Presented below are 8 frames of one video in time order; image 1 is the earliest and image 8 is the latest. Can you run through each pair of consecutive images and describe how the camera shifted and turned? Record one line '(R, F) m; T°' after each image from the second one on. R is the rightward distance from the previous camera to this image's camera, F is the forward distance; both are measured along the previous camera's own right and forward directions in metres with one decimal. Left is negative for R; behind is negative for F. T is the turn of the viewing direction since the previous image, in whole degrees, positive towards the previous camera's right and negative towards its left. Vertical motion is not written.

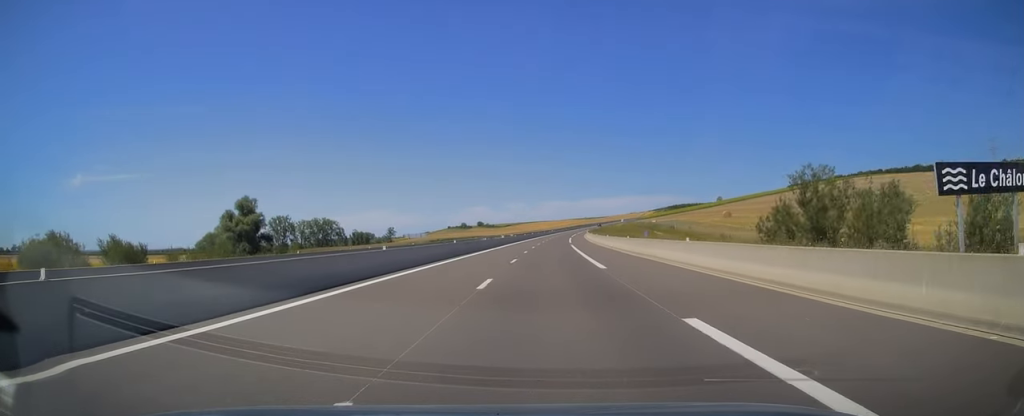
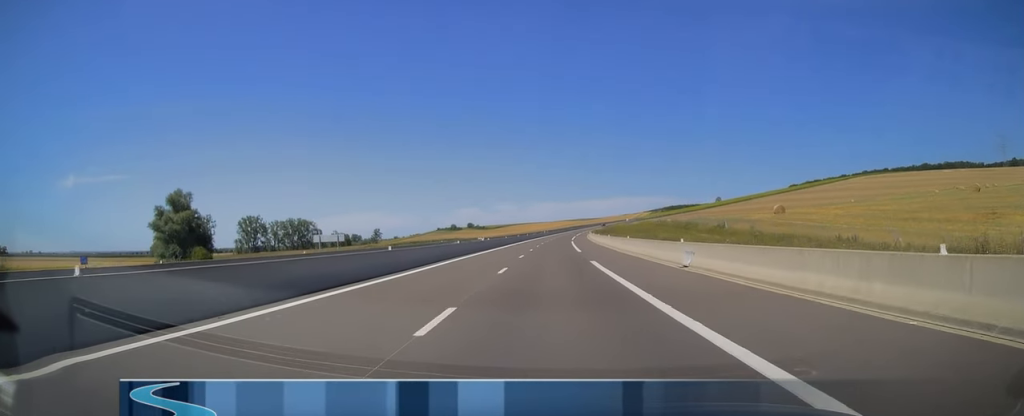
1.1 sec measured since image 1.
(0.0, +32.9) m; 0°
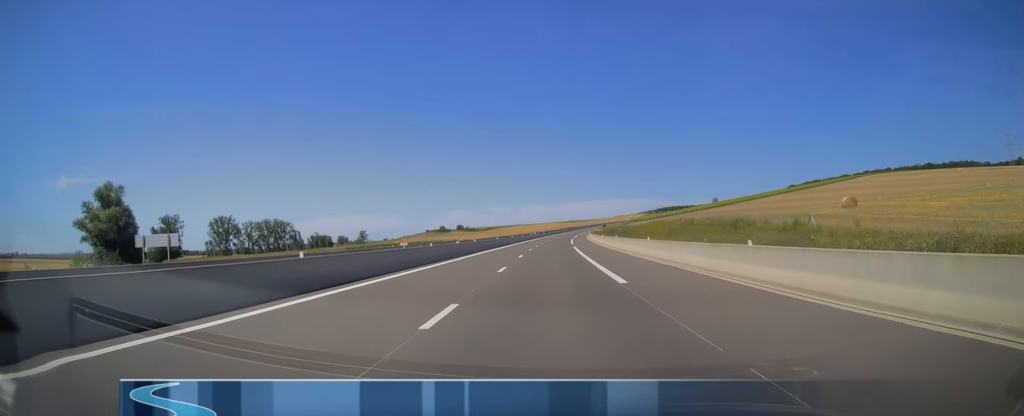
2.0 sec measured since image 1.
(0.0, +25.4) m; 0°
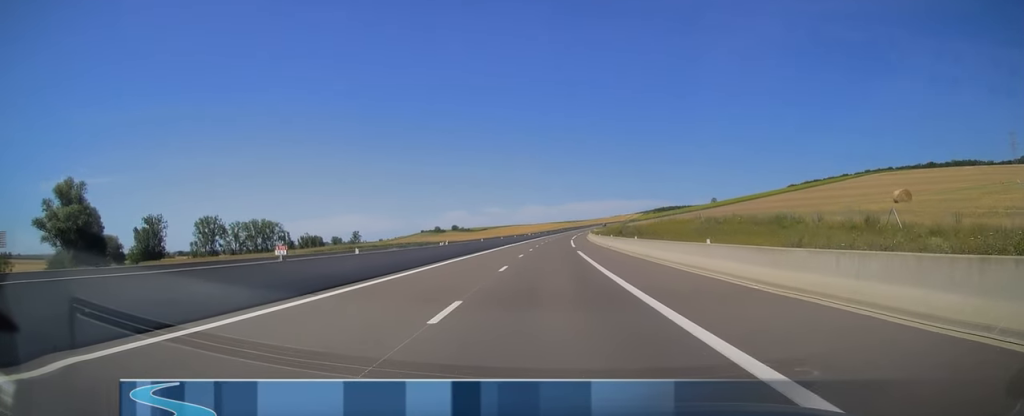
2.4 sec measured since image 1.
(0.0, +12.2) m; 0°
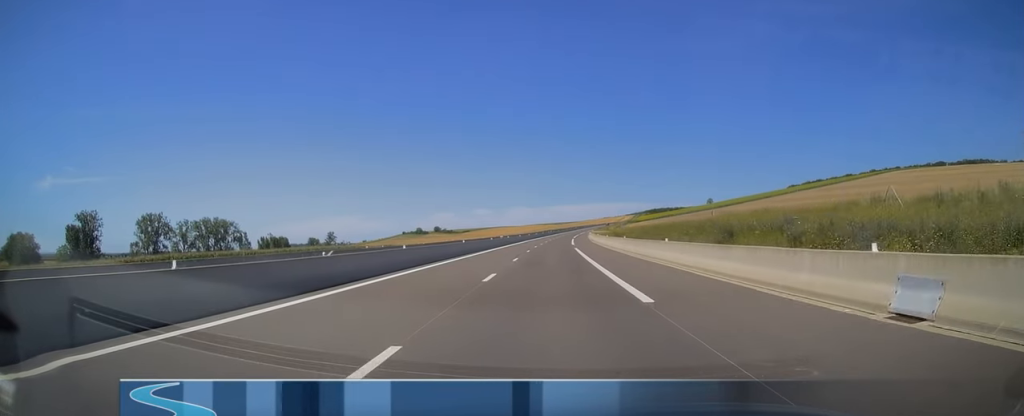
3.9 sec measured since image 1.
(0.0, +44.1) m; 0°
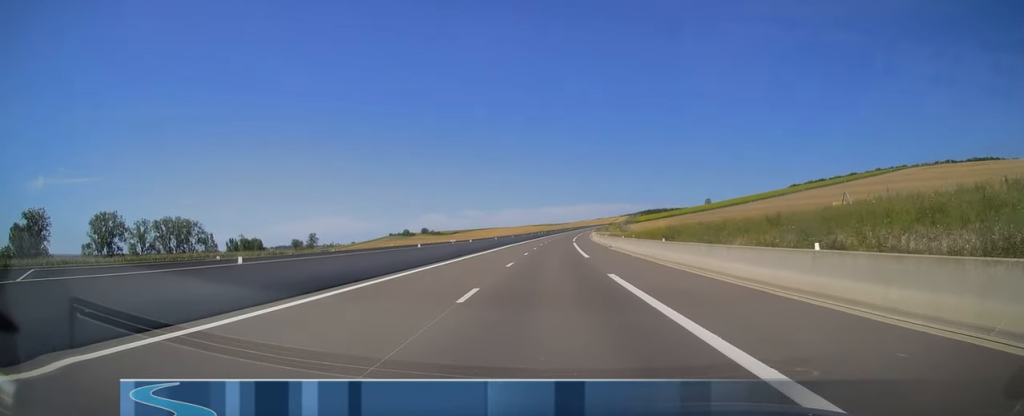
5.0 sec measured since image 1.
(+0.3, +31.3) m; +2°
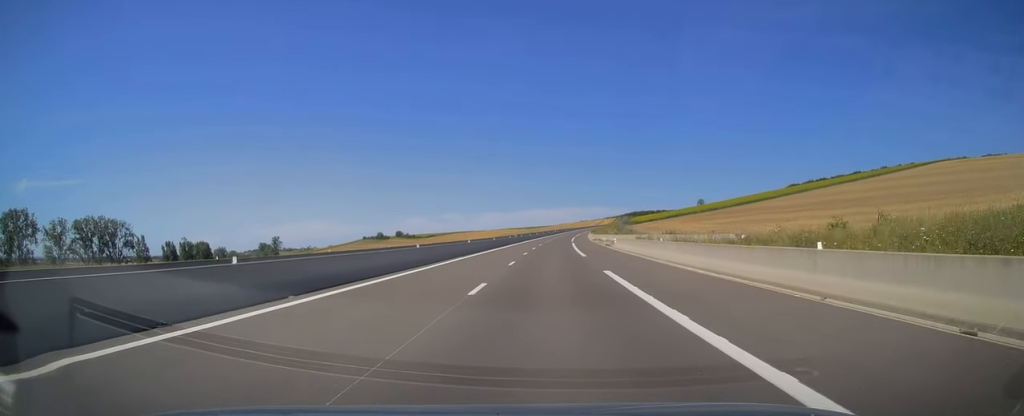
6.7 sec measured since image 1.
(+1.7, +50.9) m; +3°
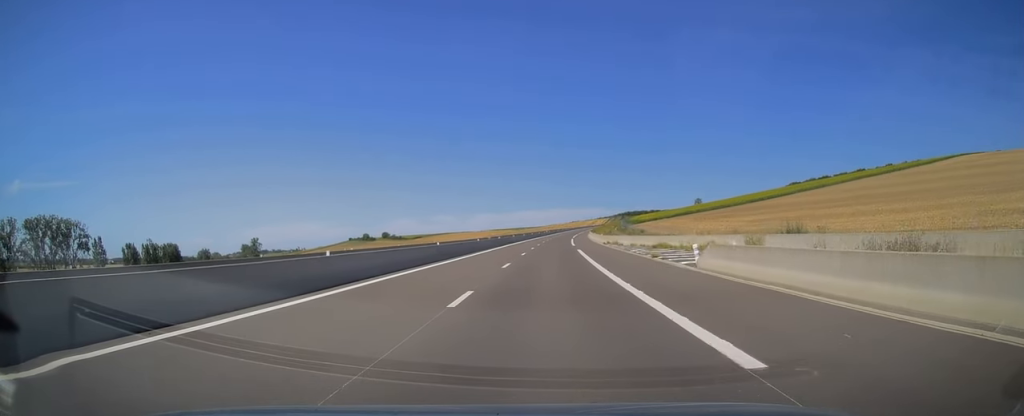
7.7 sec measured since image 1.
(+0.4, +28.3) m; +1°
